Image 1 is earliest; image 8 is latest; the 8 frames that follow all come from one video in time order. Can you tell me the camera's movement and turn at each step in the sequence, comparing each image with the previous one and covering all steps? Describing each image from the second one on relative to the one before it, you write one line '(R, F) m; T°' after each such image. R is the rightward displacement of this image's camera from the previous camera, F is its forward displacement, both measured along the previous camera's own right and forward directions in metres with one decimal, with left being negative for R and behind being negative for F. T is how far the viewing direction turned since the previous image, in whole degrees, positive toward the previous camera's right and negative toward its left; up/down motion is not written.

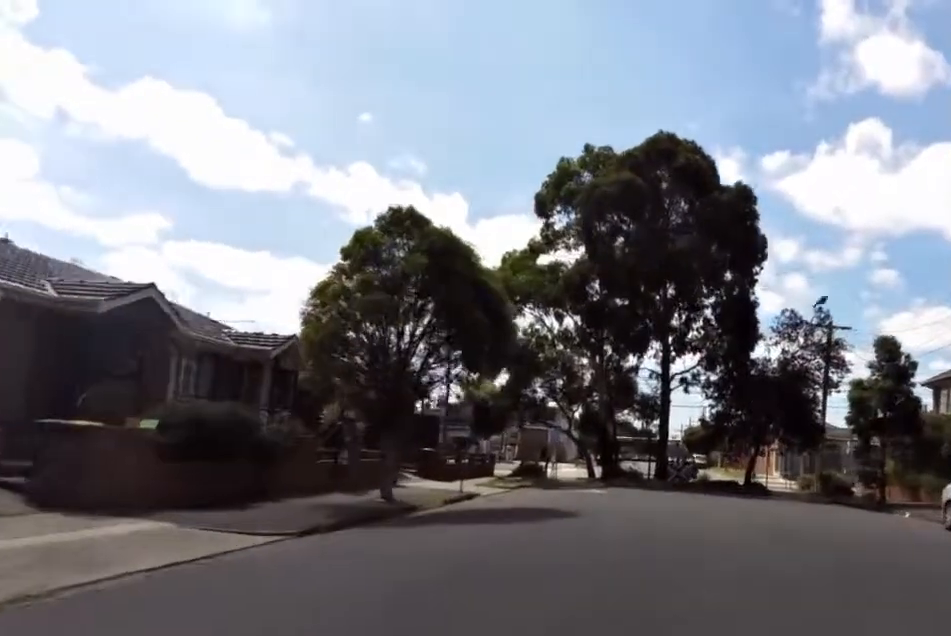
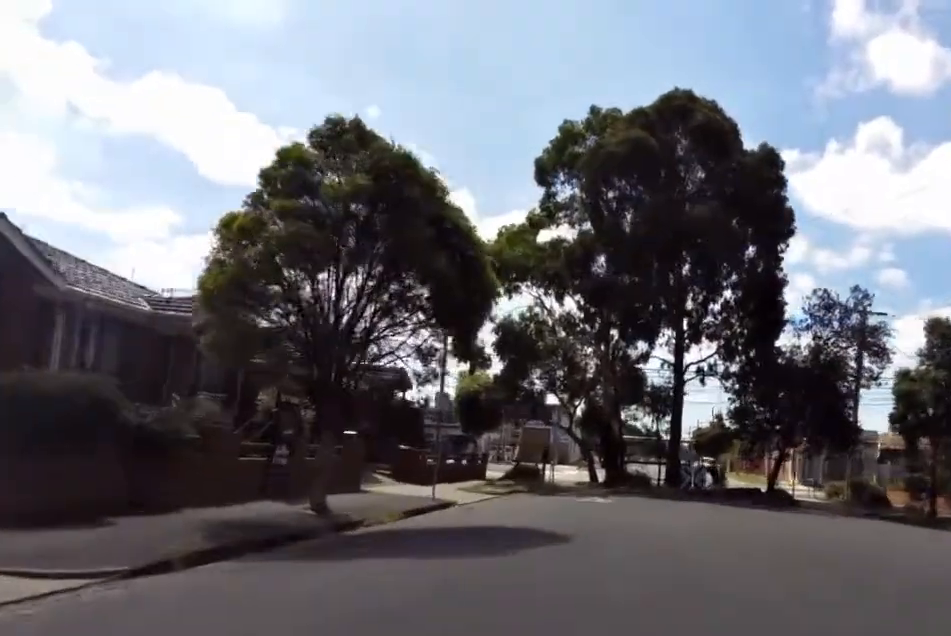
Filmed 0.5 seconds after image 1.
(0.0, +4.4) m; +3°
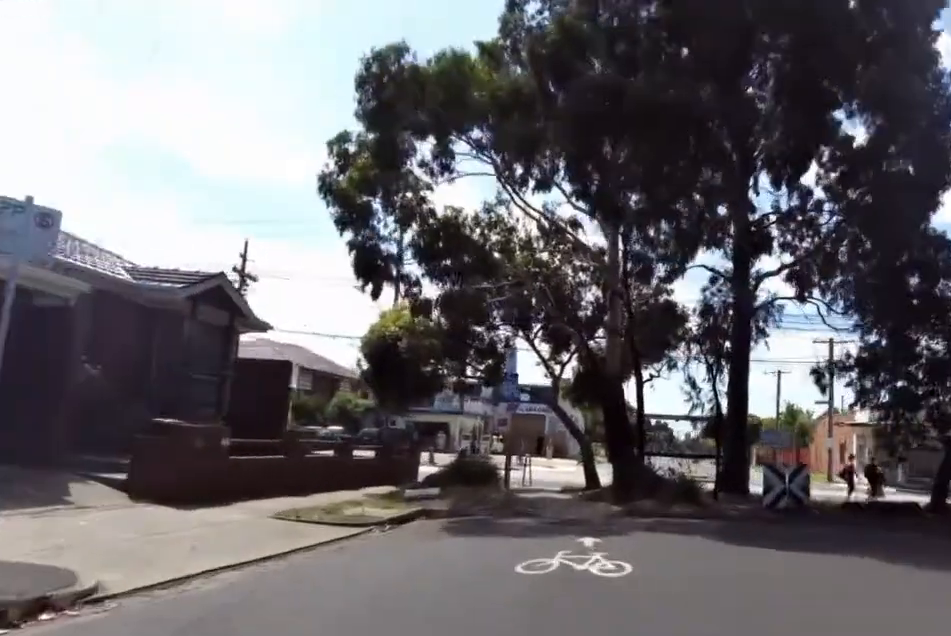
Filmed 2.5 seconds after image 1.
(-0.3, +15.2) m; -1°
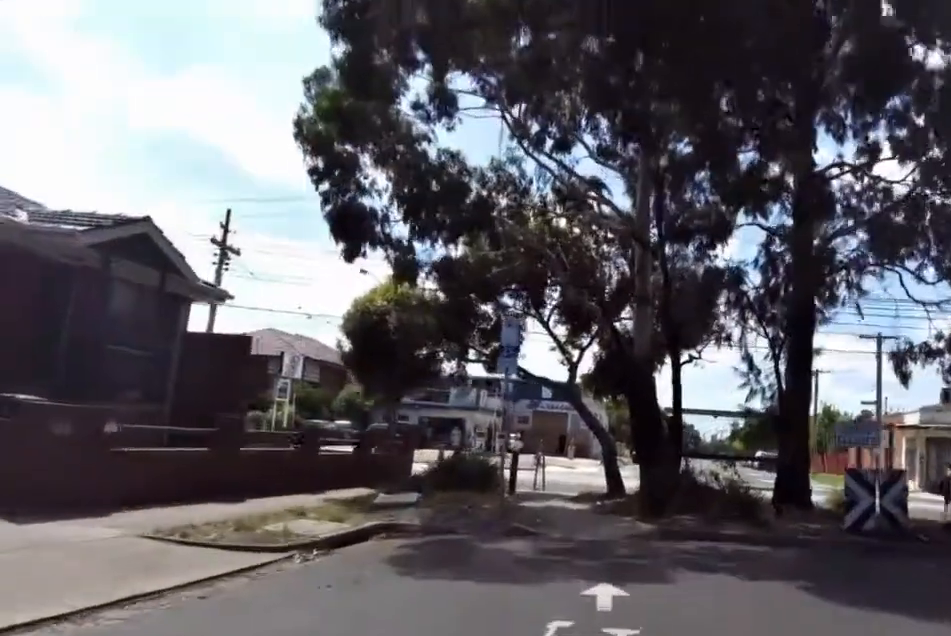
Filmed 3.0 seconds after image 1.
(+0.6, +3.4) m; -4°
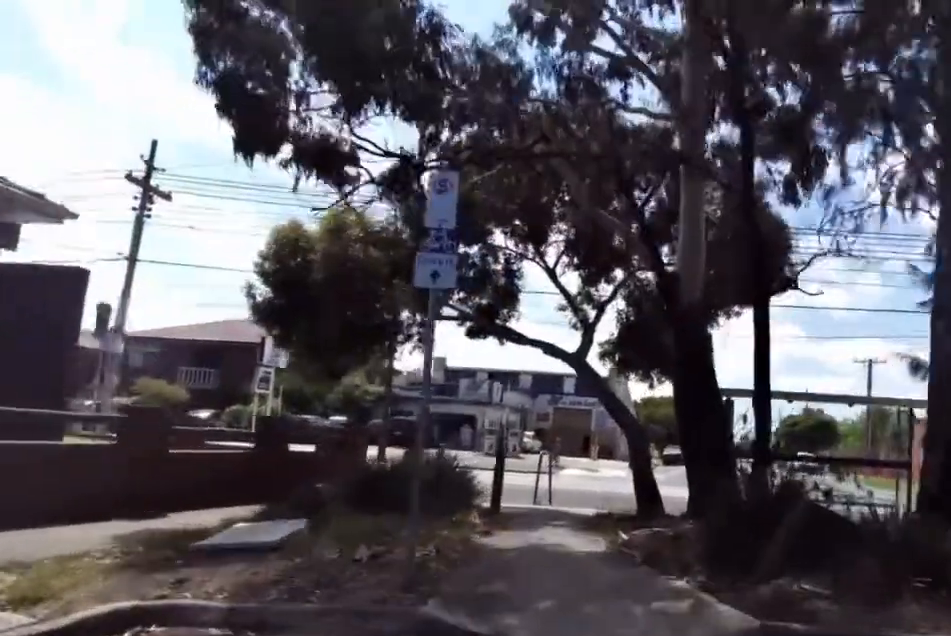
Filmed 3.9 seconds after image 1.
(-0.6, +4.7) m; -10°
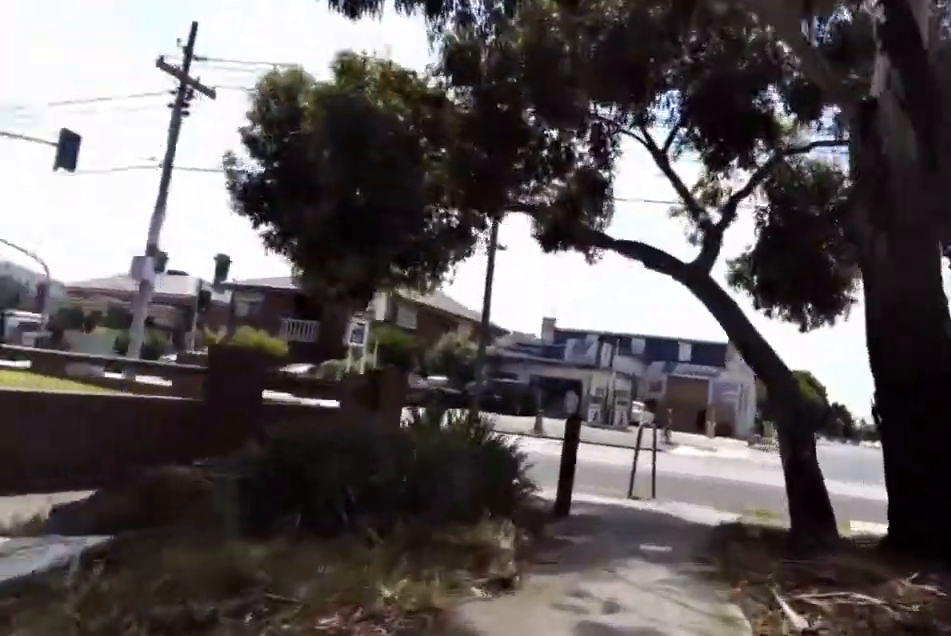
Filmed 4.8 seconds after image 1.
(-0.4, +3.9) m; -1°
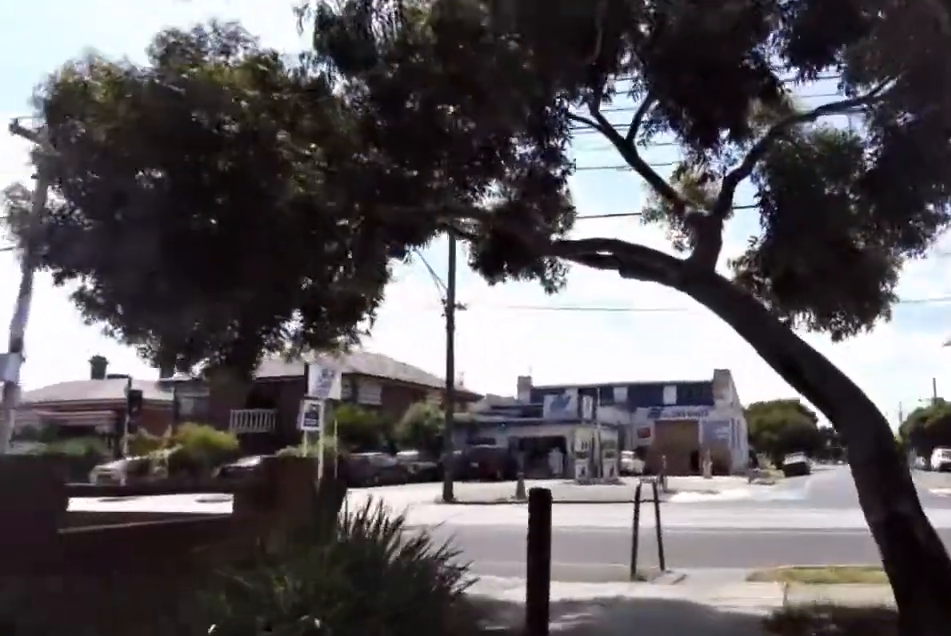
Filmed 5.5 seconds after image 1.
(+0.3, +2.5) m; +7°
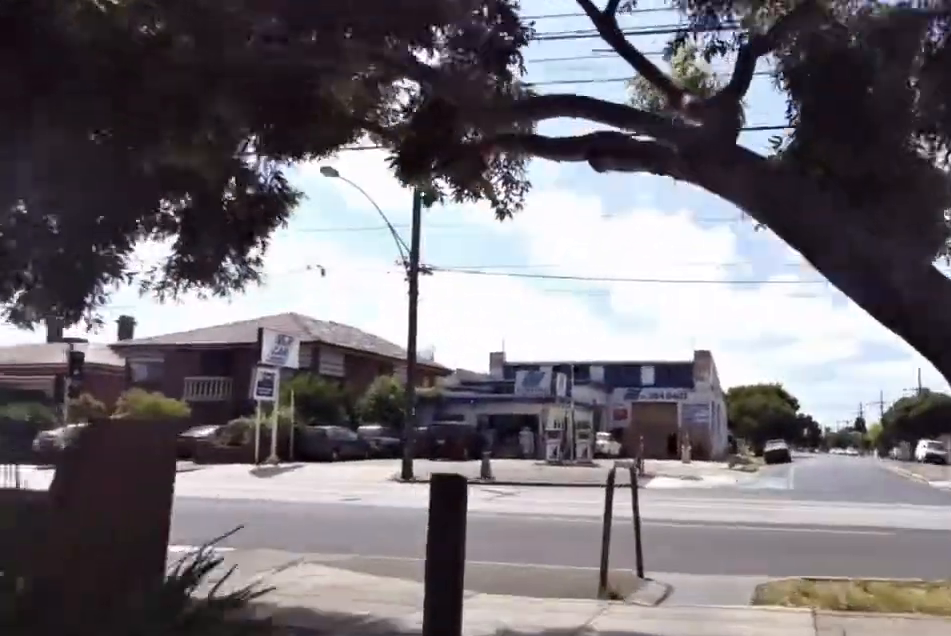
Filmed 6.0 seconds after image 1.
(0.0, +1.8) m; +3°
